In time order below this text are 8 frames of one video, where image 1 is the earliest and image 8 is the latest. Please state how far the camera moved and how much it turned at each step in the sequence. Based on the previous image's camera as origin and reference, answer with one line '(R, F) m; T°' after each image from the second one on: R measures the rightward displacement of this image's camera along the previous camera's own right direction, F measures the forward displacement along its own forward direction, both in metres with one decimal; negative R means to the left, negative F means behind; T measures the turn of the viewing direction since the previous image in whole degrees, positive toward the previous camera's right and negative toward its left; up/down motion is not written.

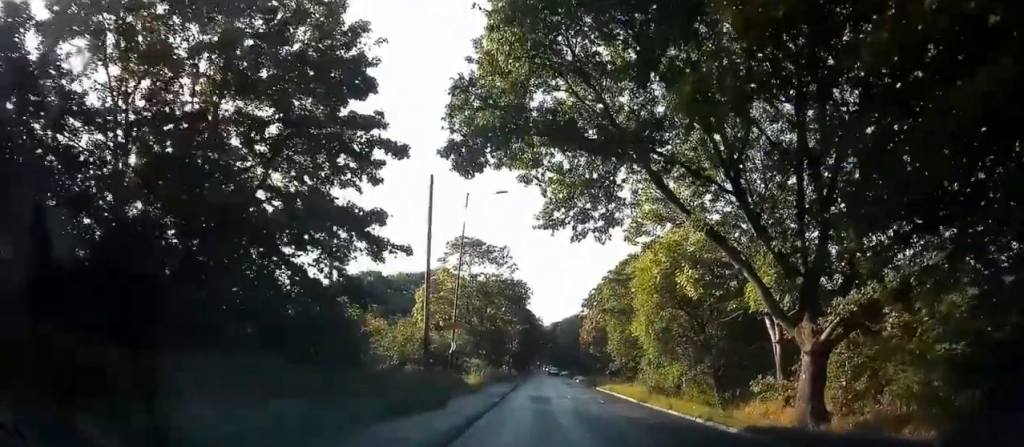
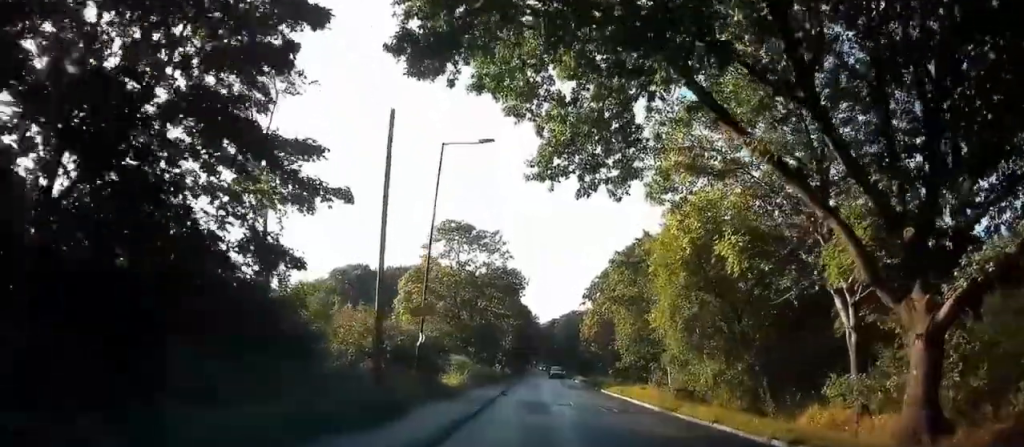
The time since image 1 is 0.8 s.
(0.0, +5.4) m; 0°
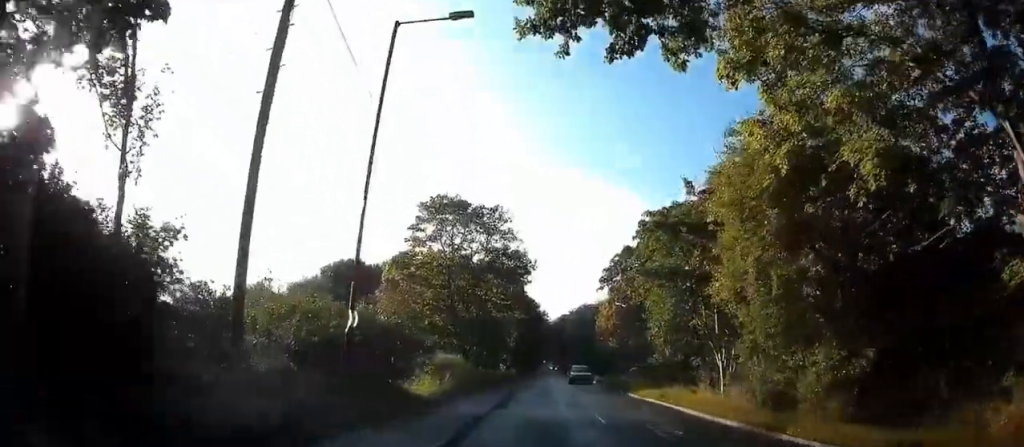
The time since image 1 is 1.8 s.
(0.0, +7.2) m; +1°
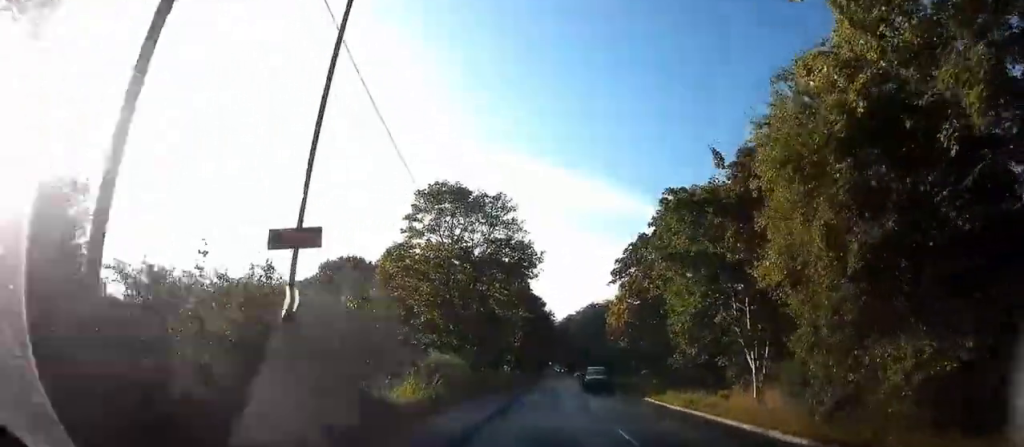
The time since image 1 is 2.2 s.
(0.0, +2.8) m; +1°
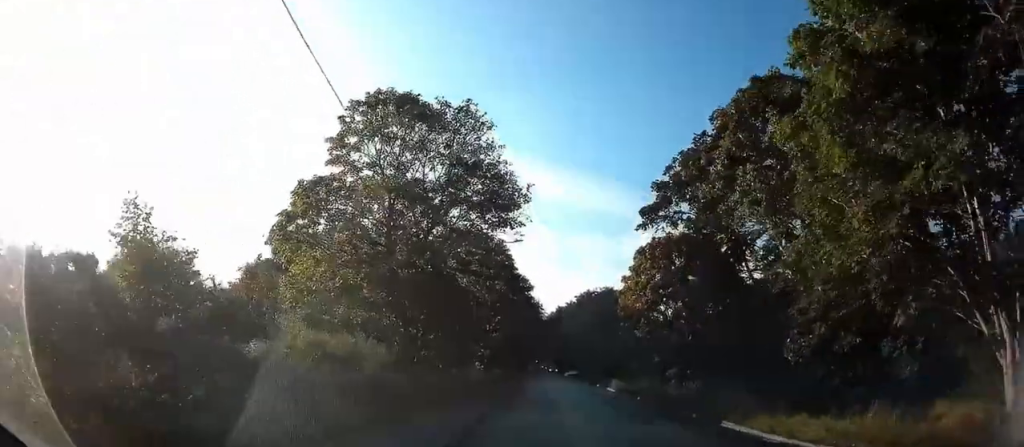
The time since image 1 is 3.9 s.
(+0.4, +11.9) m; +2°
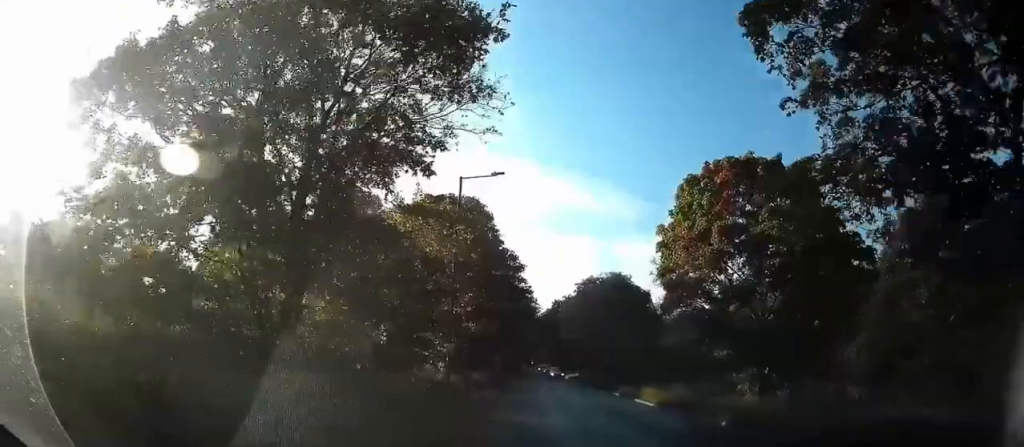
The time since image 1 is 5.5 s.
(-0.1, +11.3) m; +1°
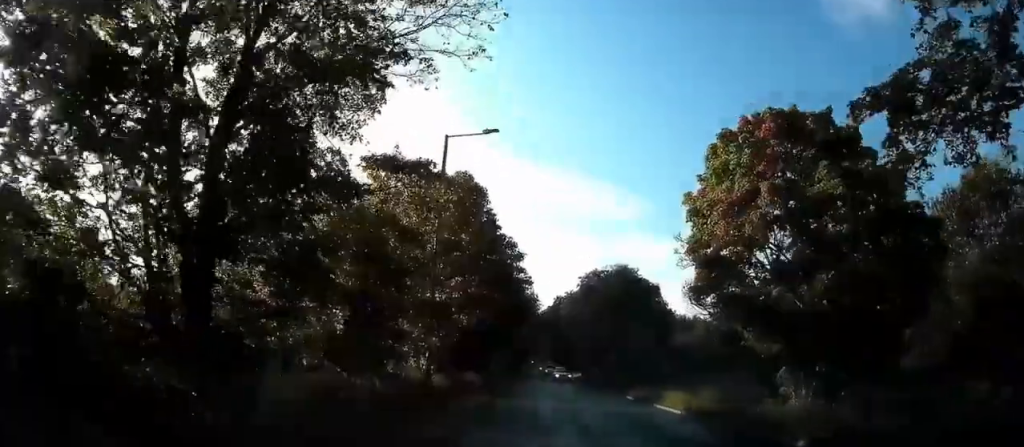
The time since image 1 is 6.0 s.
(0.0, +3.7) m; 0°
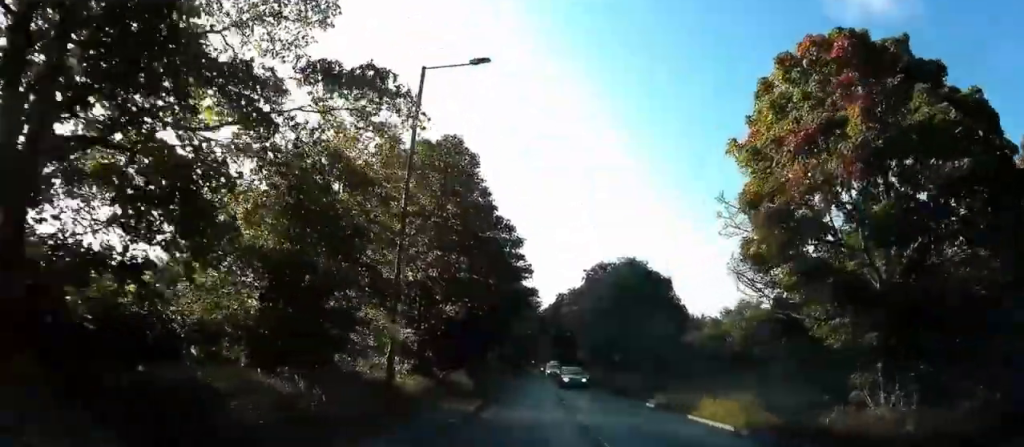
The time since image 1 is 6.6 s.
(0.0, +4.2) m; -2°
